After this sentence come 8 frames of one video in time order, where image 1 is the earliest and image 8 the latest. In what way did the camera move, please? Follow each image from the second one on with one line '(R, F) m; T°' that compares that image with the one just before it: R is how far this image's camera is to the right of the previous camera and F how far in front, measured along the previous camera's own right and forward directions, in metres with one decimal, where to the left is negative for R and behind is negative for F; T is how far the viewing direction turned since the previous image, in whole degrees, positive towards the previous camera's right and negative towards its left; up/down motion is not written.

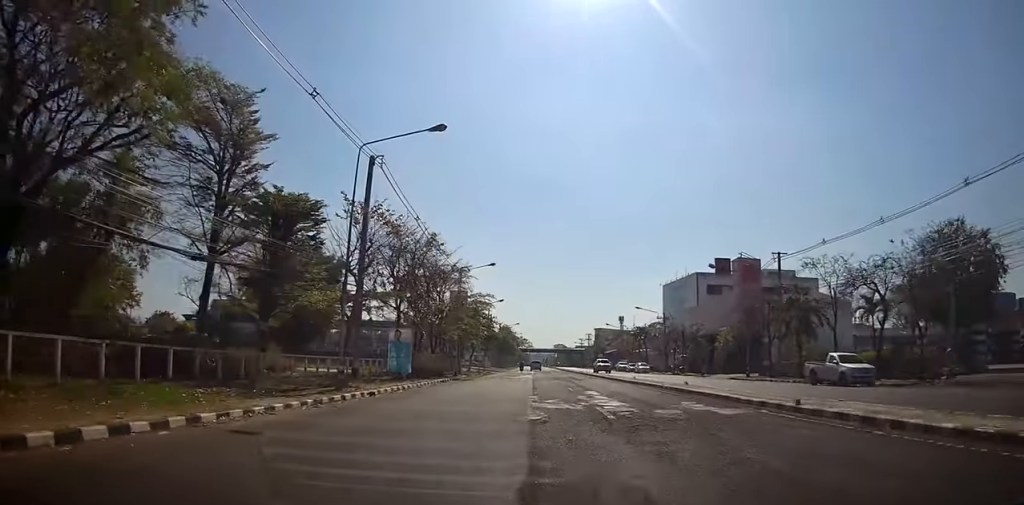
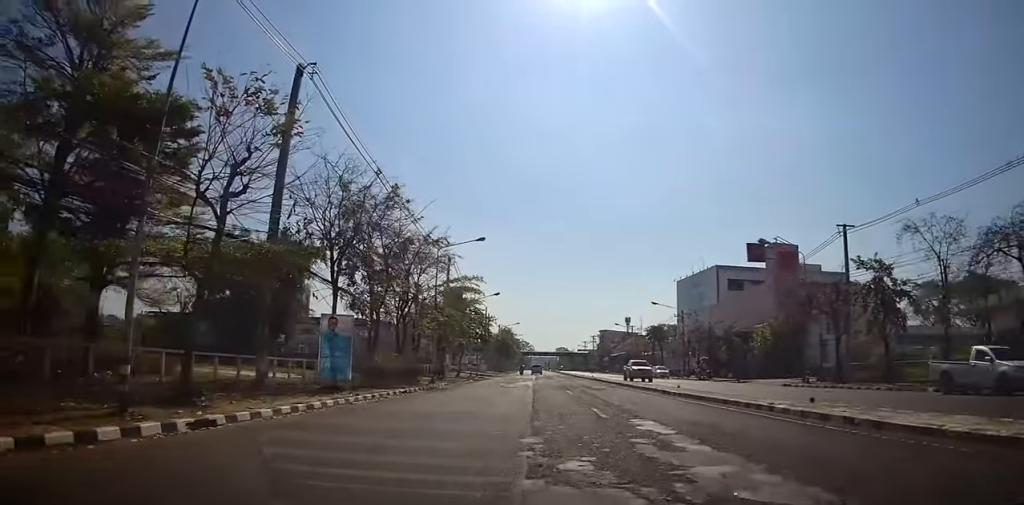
(-0.2, +10.9) m; -1°
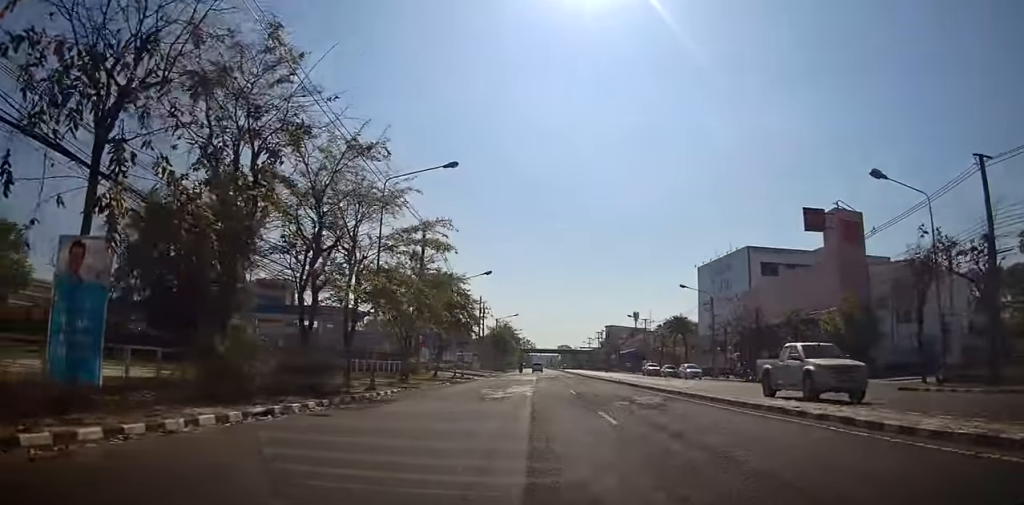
(0.0, +13.8) m; 0°
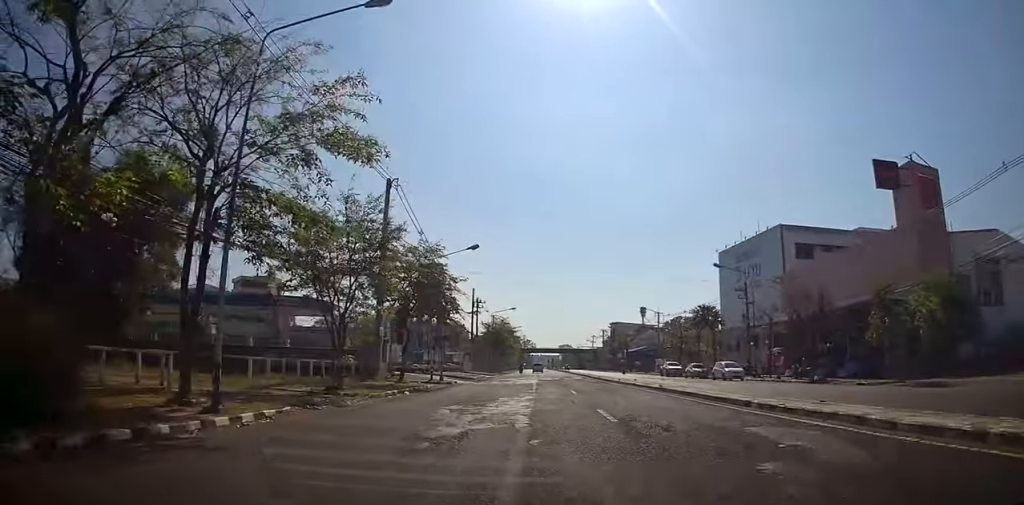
(-0.1, +11.7) m; 0°
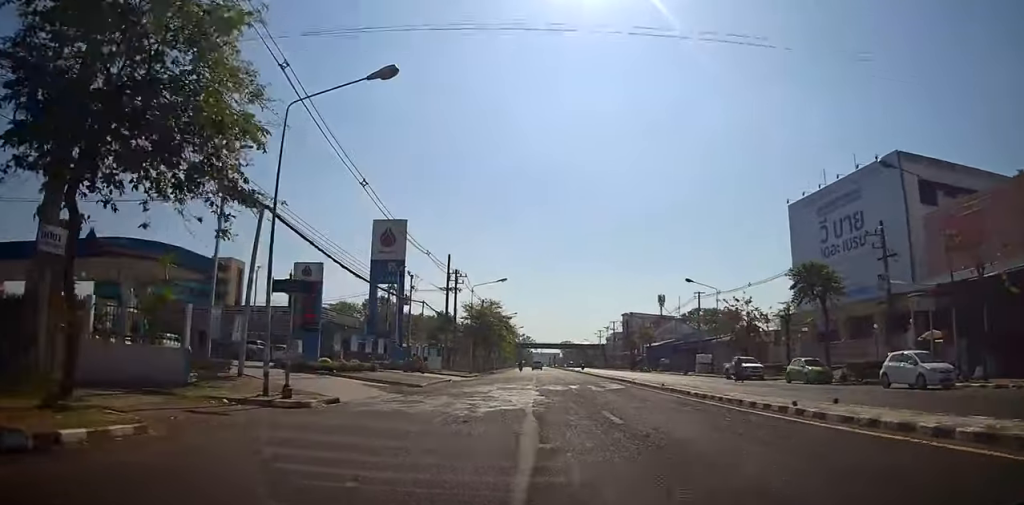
(+0.3, +25.0) m; +2°
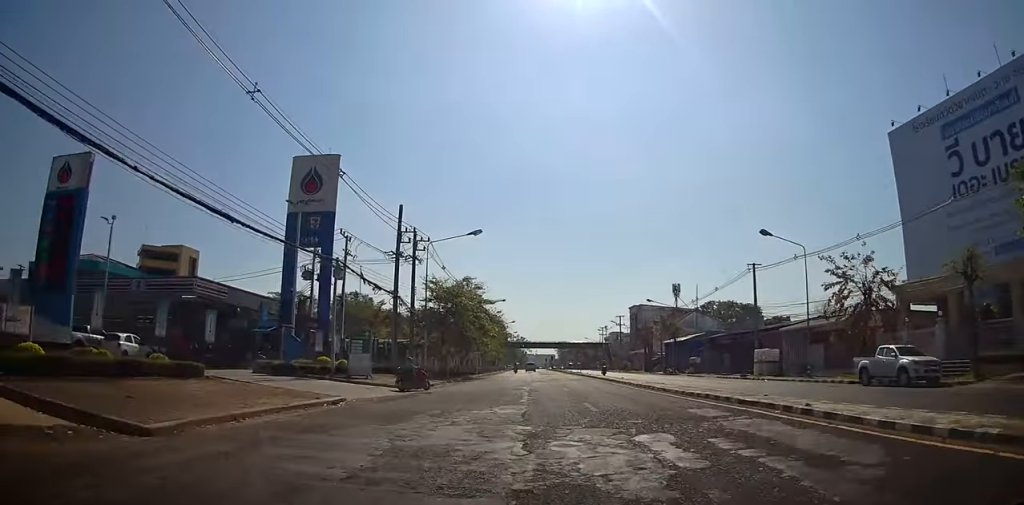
(+0.1, +20.9) m; -1°
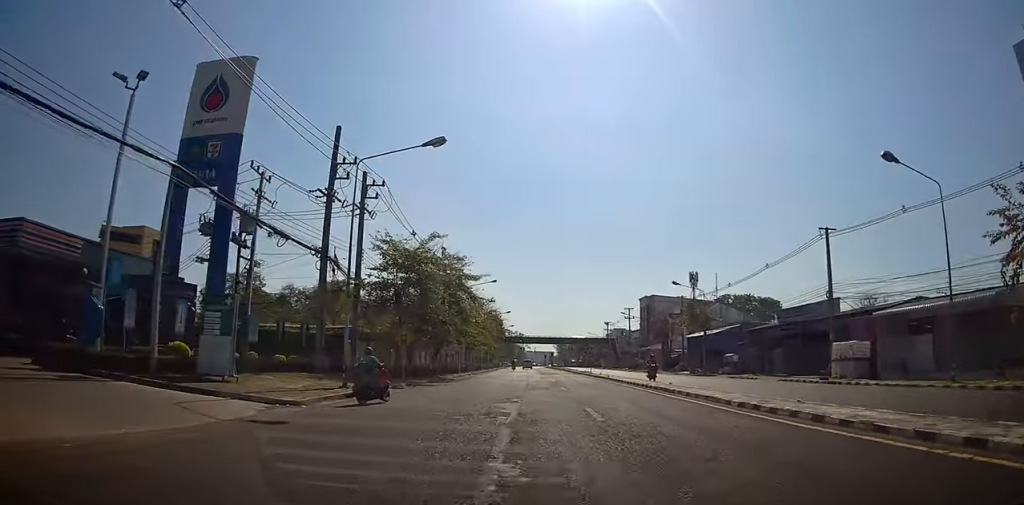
(-0.2, +14.6) m; -1°
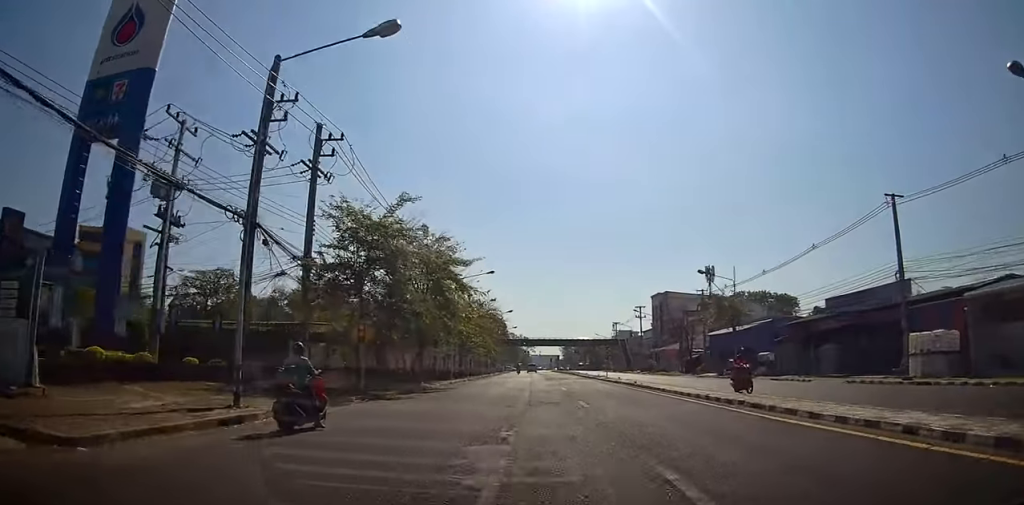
(0.0, +8.1) m; 0°
